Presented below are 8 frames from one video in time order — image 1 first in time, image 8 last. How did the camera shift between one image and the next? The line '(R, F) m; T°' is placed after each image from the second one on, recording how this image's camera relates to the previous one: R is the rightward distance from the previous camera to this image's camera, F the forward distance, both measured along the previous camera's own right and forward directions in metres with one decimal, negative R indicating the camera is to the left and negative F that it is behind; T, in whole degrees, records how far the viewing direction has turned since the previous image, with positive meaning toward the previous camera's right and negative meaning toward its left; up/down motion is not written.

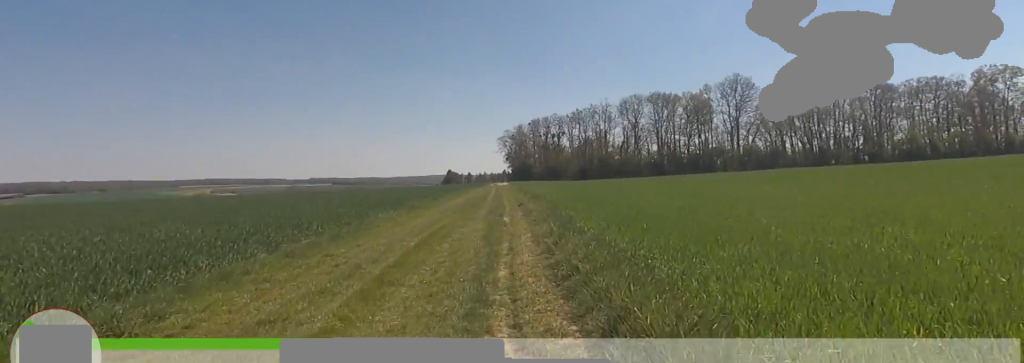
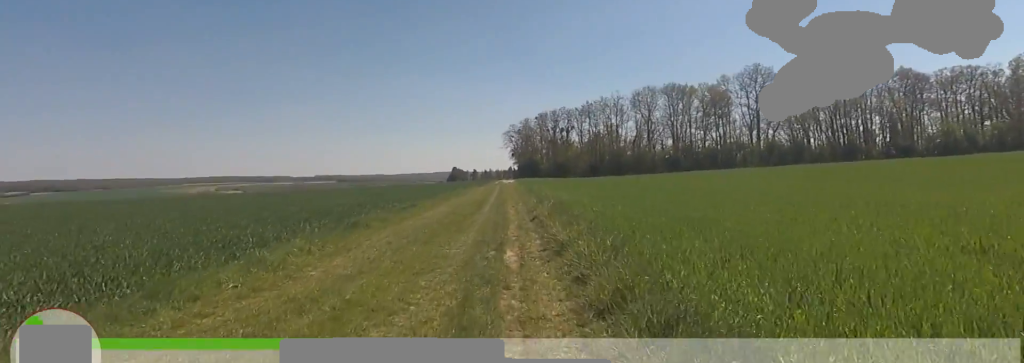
(+0.3, +8.1) m; -3°
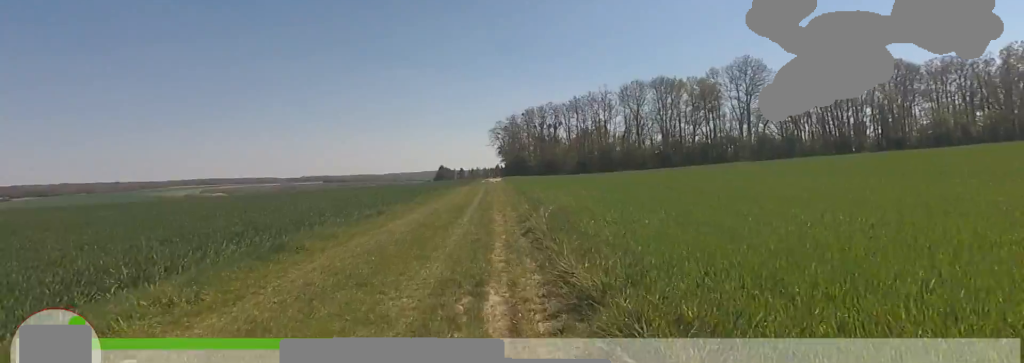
(-0.3, +3.1) m; 0°
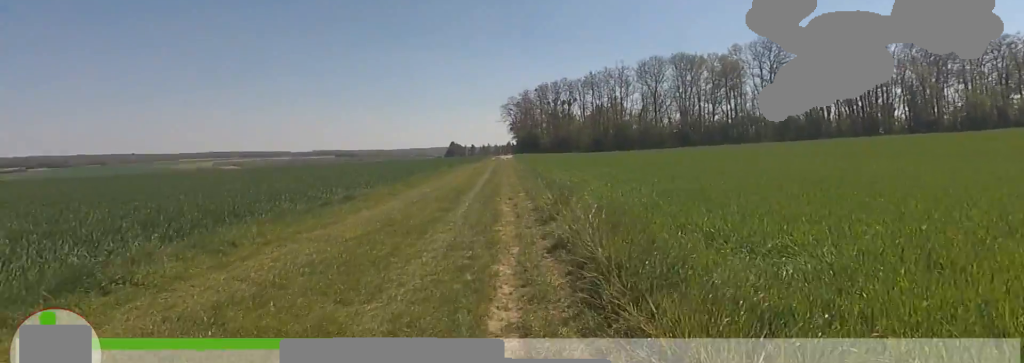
(0.0, +4.2) m; 0°
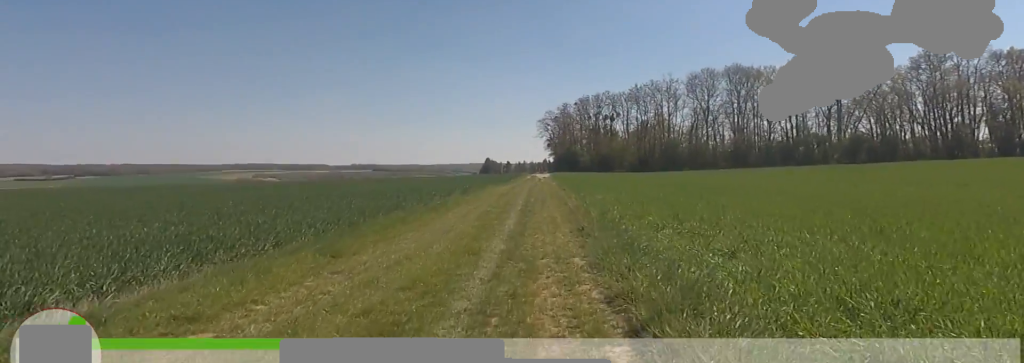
(-0.1, +9.1) m; 0°
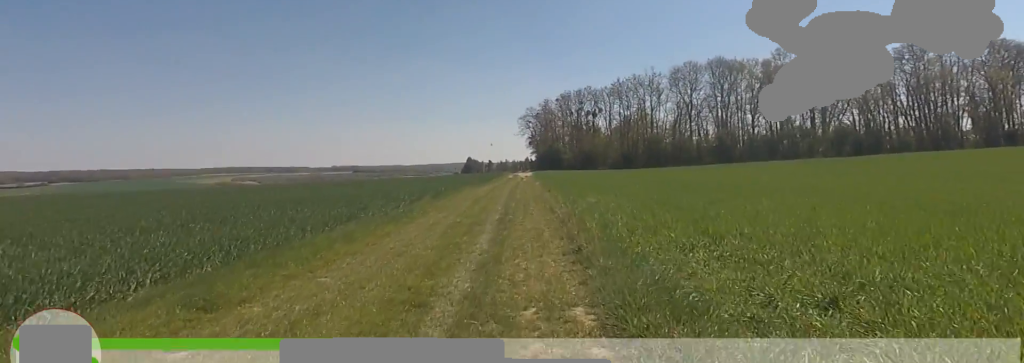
(+0.2, +2.4) m; 0°
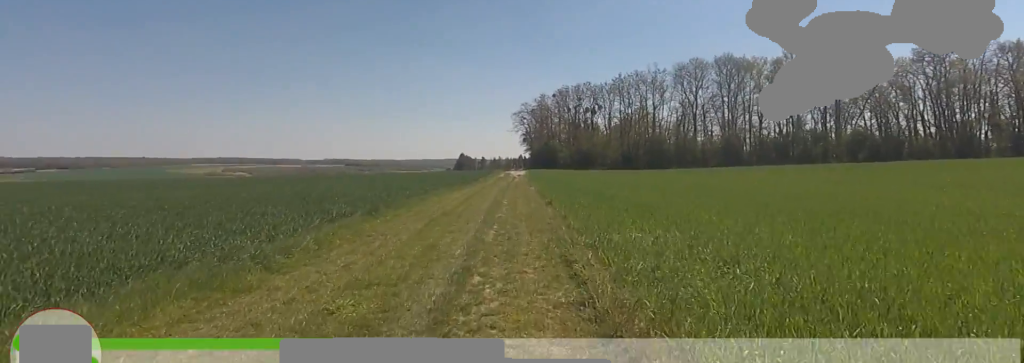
(-0.3, +6.6) m; 0°
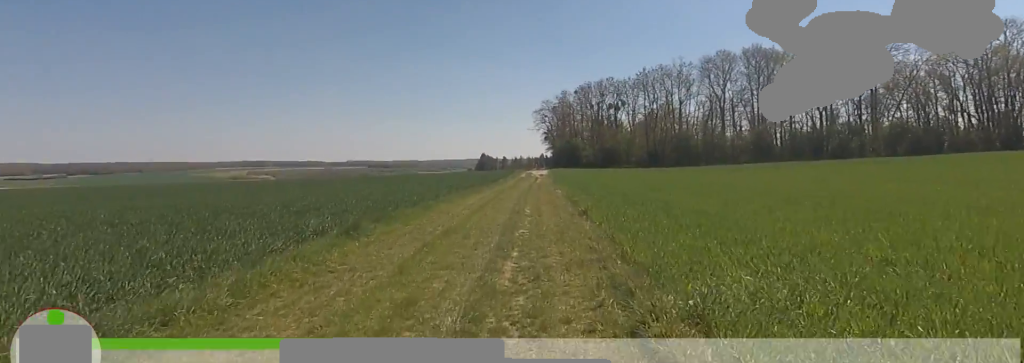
(+0.3, +3.0) m; 0°
